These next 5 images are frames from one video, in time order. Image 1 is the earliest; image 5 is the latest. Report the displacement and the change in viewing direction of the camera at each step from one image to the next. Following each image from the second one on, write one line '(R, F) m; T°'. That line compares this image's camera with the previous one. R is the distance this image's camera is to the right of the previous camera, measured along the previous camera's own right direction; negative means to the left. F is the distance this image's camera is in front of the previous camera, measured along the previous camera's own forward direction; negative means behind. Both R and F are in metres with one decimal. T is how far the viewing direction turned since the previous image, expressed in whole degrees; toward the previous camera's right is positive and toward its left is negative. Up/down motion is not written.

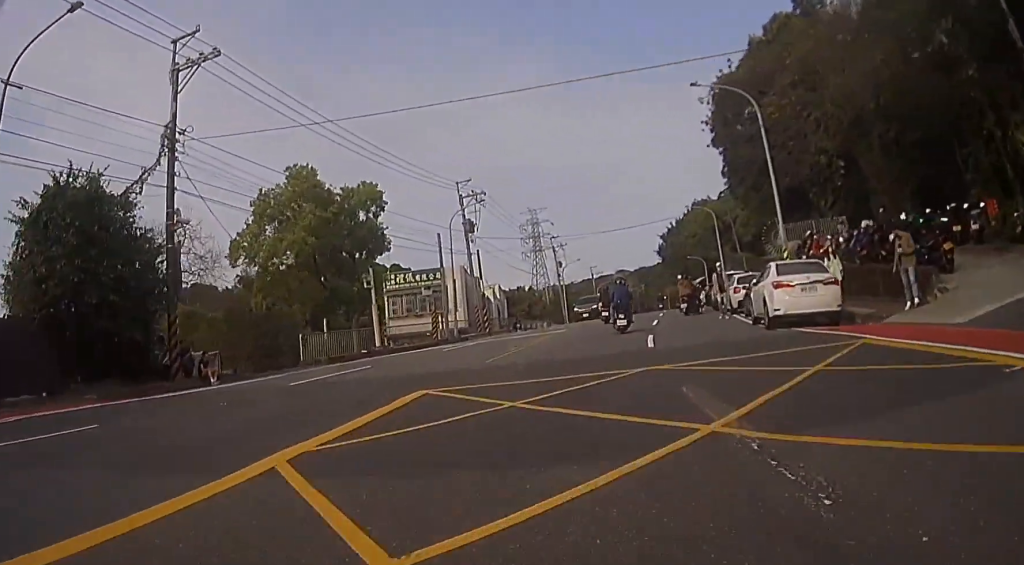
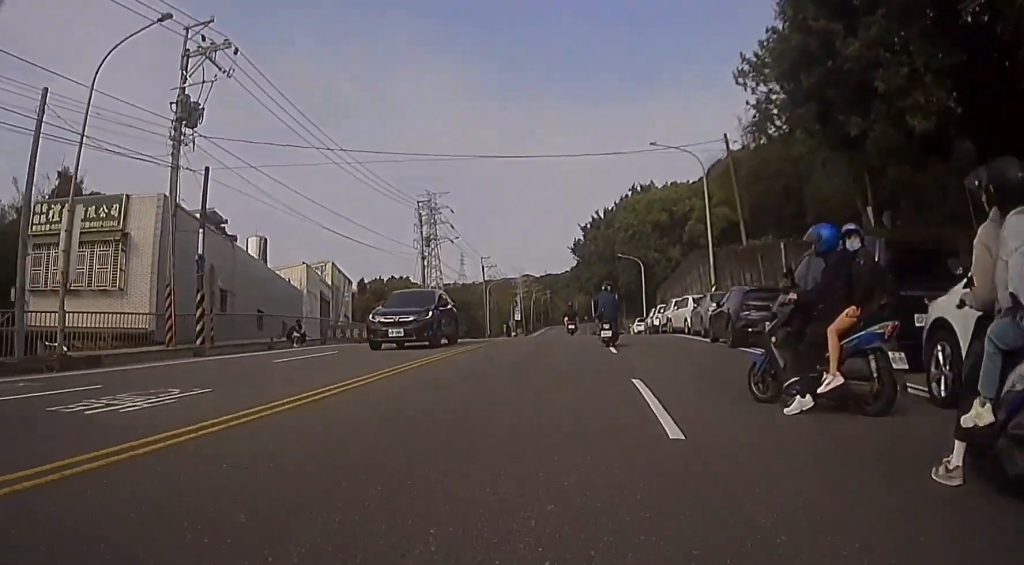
(+2.1, +28.8) m; +11°
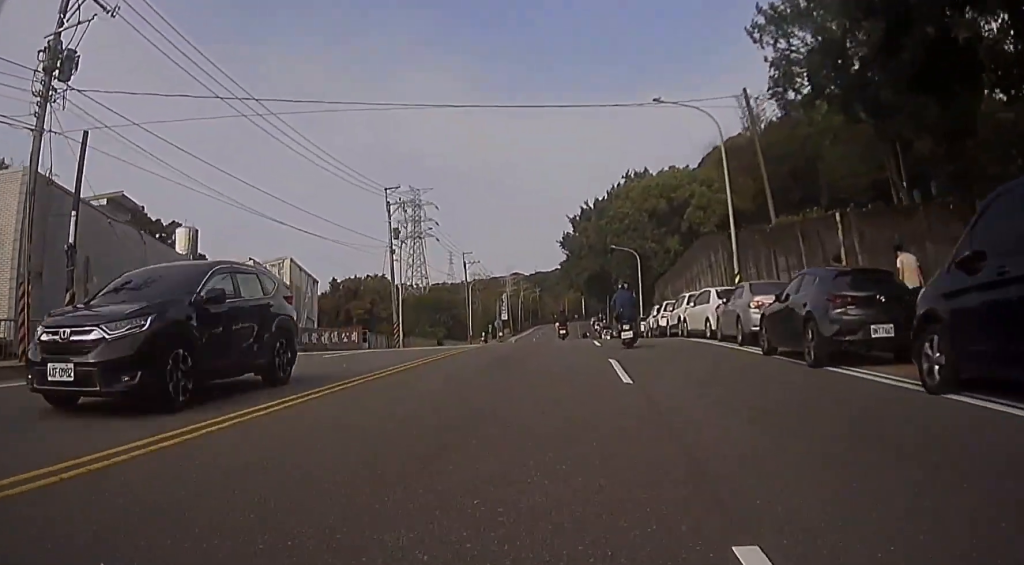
(+0.4, +6.5) m; 0°
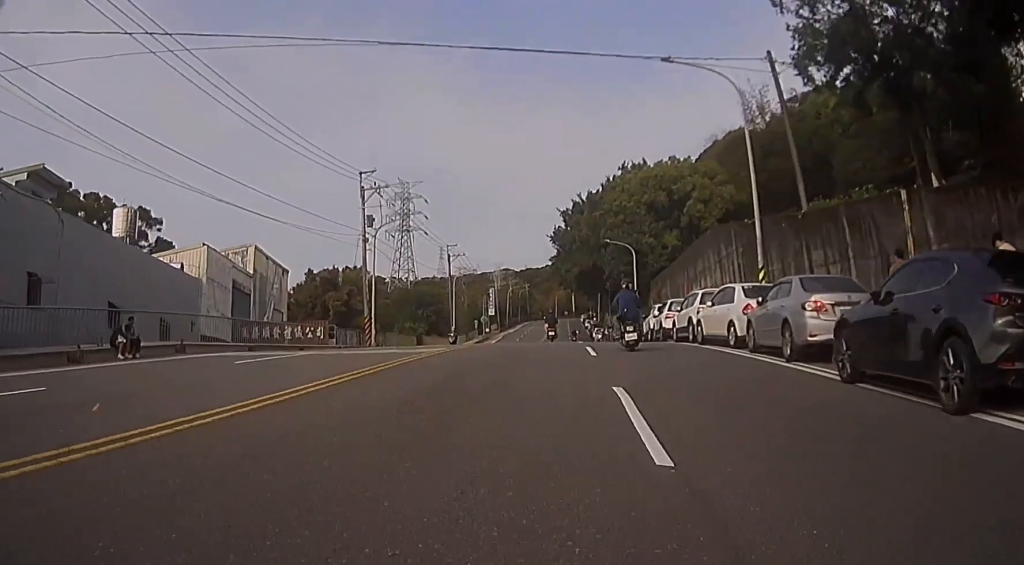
(-0.2, +4.4) m; -1°
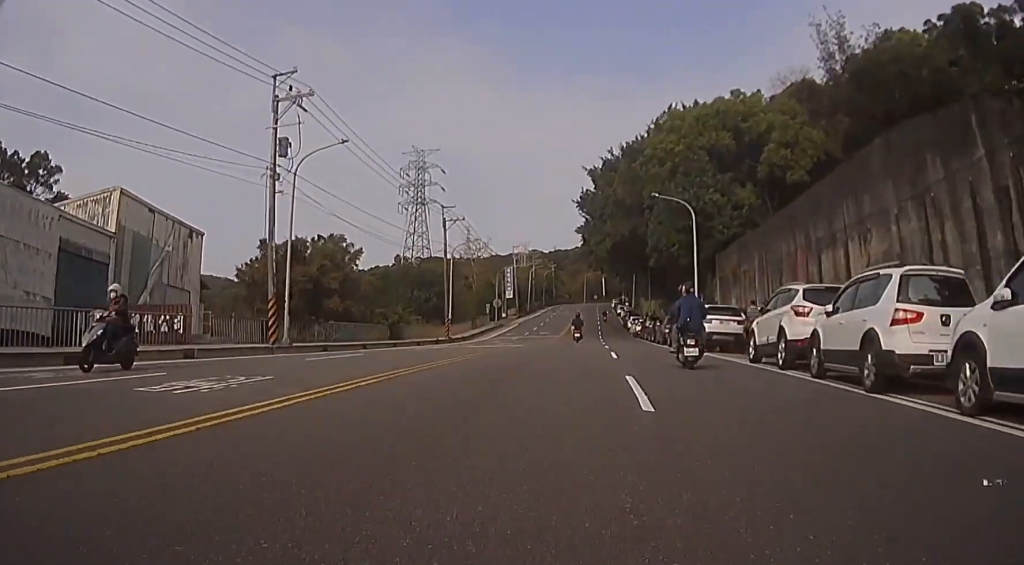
(-0.9, +17.5) m; -3°
